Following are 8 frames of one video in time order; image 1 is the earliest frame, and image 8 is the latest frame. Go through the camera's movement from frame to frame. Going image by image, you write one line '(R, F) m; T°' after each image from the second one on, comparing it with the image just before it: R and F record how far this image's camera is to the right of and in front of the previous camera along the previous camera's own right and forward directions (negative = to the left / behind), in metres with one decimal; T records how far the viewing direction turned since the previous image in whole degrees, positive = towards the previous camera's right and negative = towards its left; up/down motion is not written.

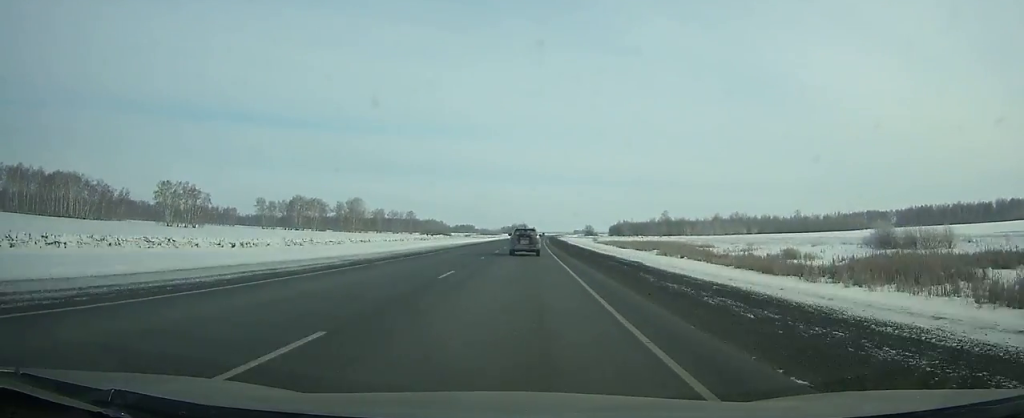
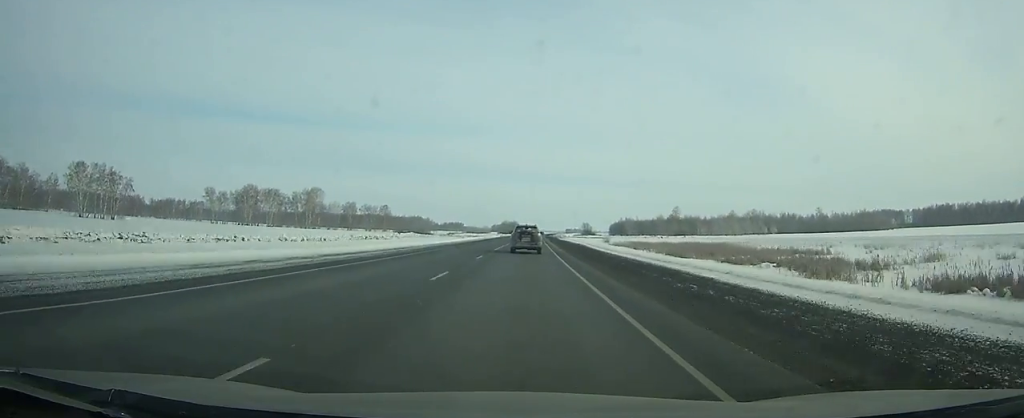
(+0.1, +47.9) m; 0°
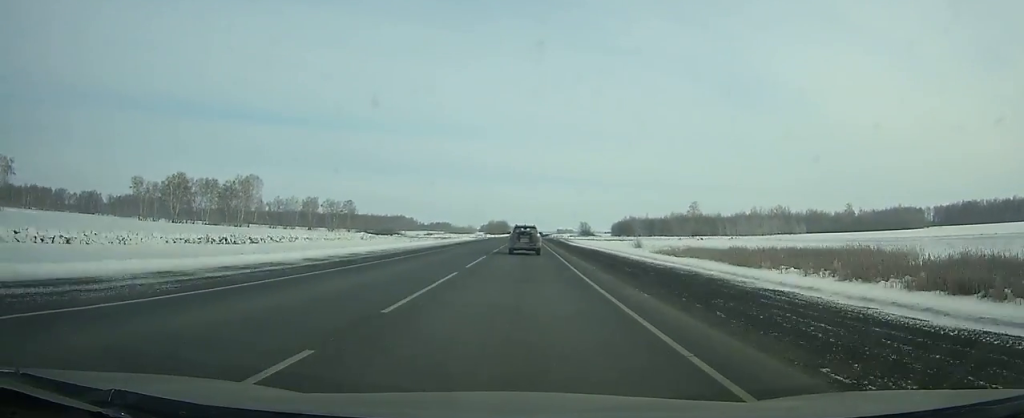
(-0.1, +51.3) m; 0°
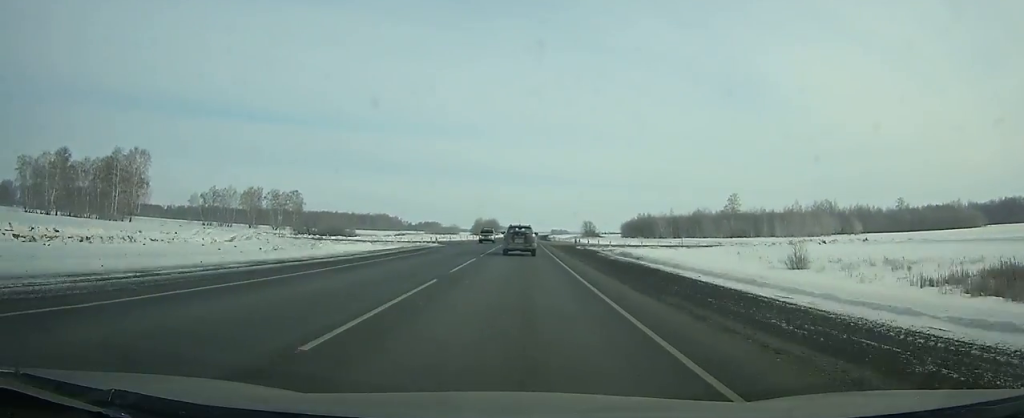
(+0.7, +63.7) m; +1°
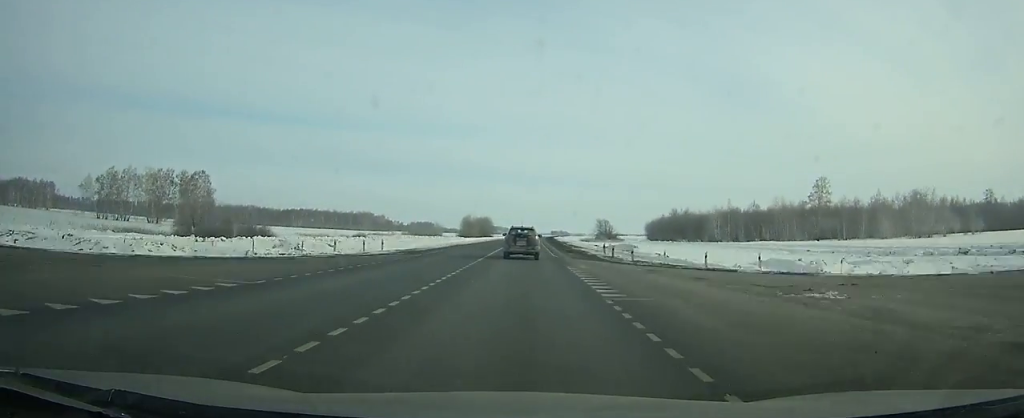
(+0.4, +70.2) m; +1°
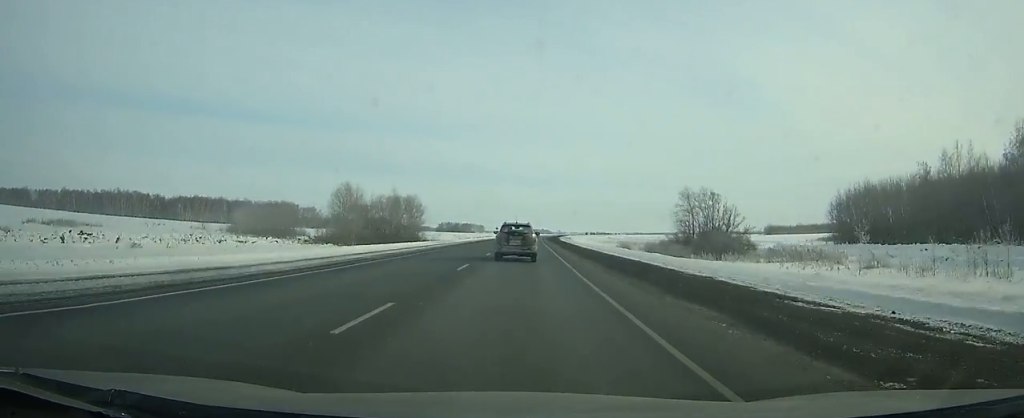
(+2.8, +183.5) m; +2°
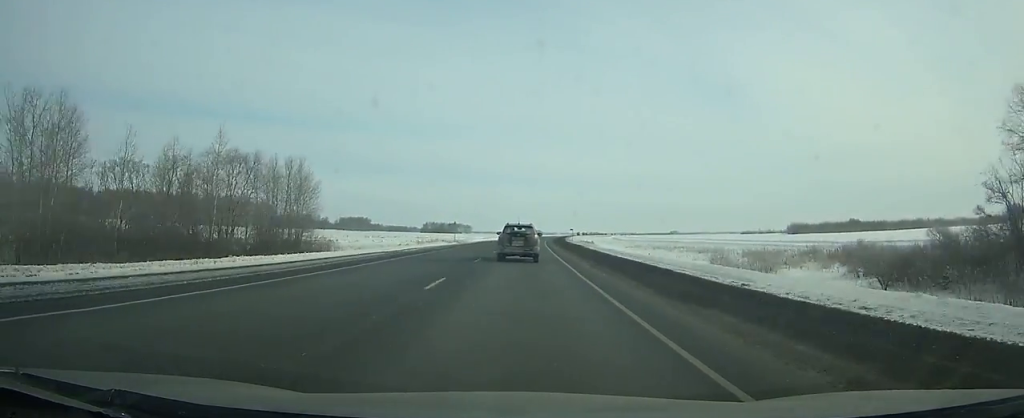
(+0.7, +77.3) m; +1°
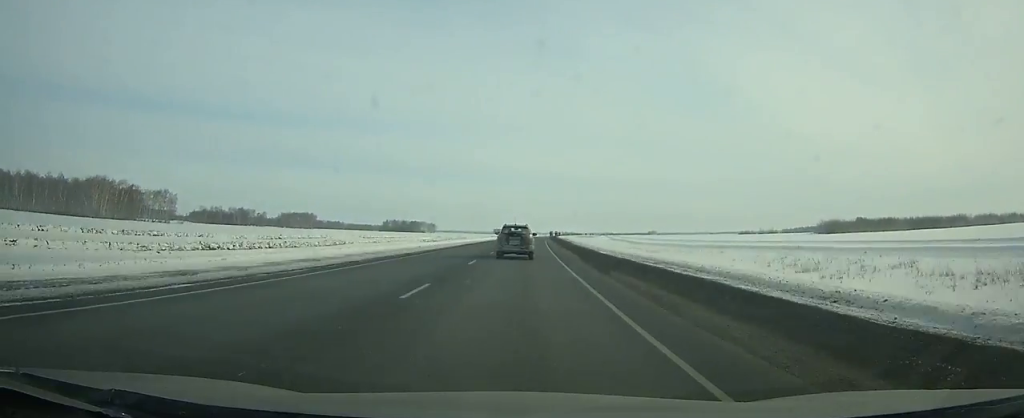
(+2.0, +108.7) m; +2°
